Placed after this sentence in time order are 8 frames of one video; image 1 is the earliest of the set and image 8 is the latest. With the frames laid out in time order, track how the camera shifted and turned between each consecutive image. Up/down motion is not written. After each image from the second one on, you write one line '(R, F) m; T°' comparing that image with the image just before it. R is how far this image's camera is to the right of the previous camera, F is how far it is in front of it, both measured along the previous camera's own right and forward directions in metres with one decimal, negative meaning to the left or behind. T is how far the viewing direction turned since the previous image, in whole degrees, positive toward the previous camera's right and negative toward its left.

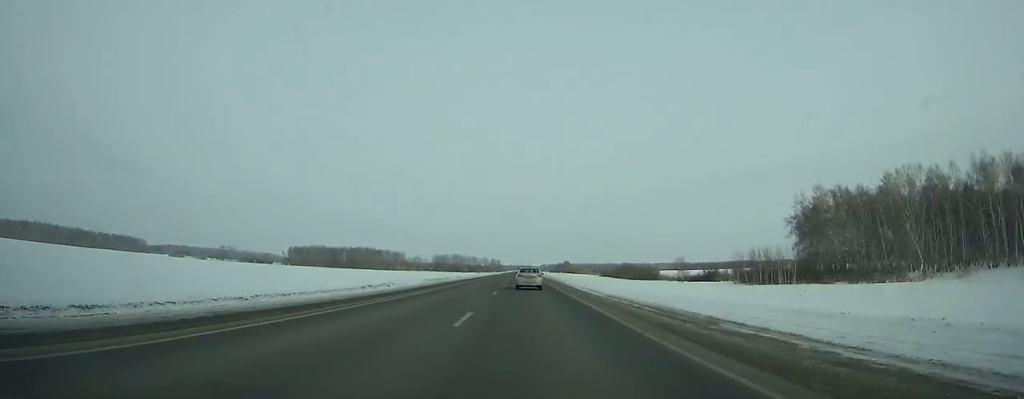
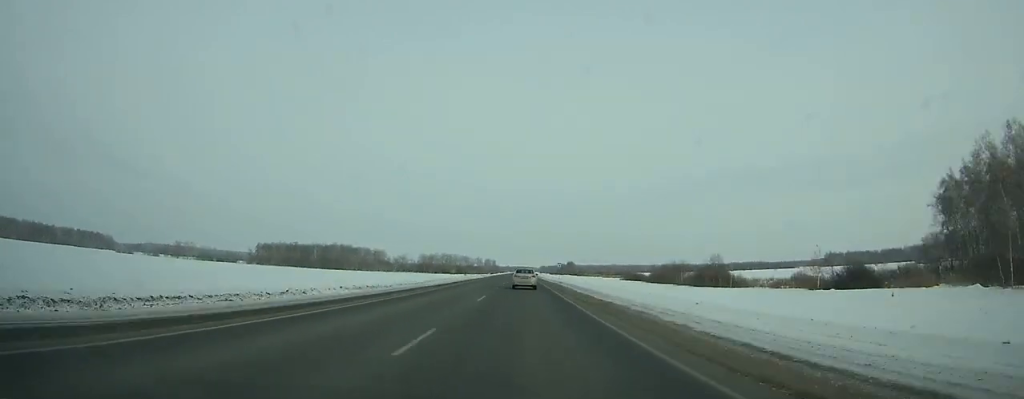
(+0.2, +70.0) m; 0°
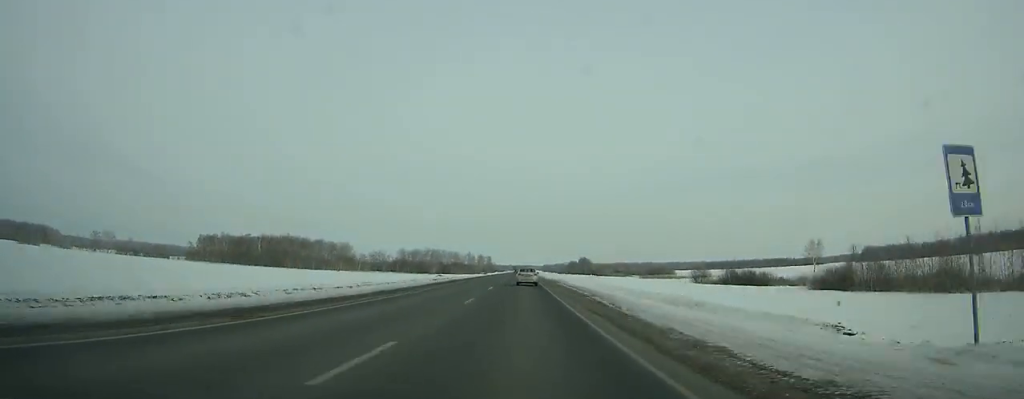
(+0.1, +101.1) m; 0°
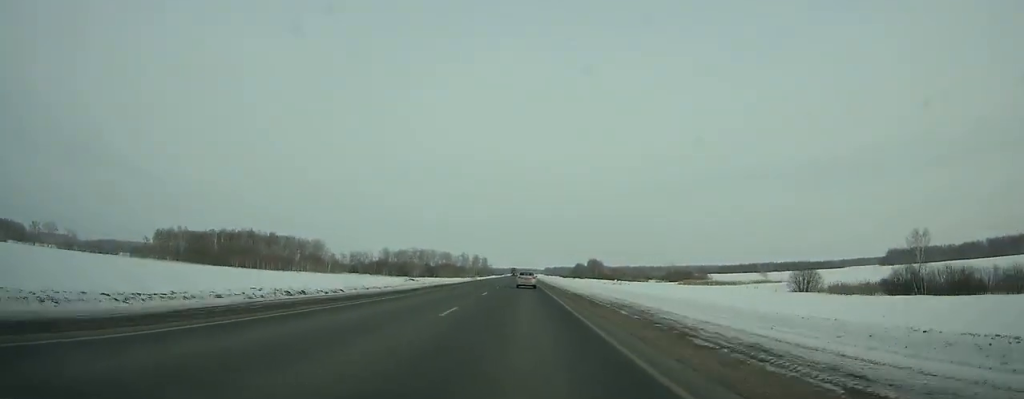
(0.0, +54.8) m; 0°
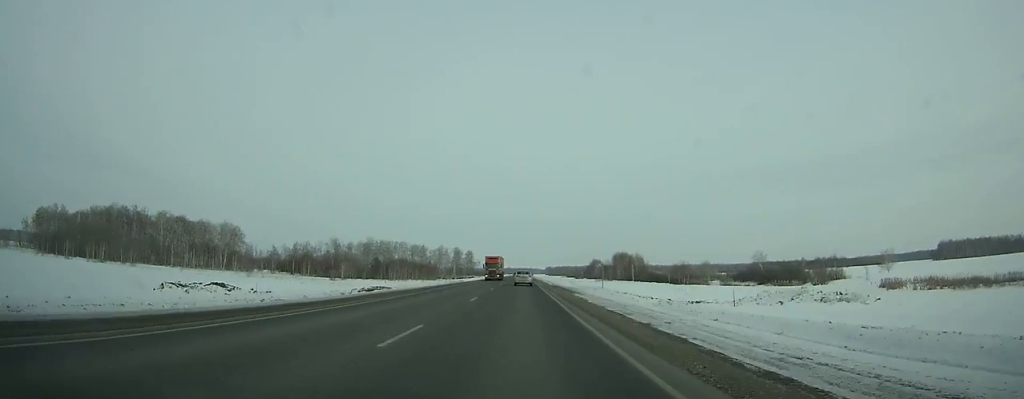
(+0.2, +104.2) m; 0°
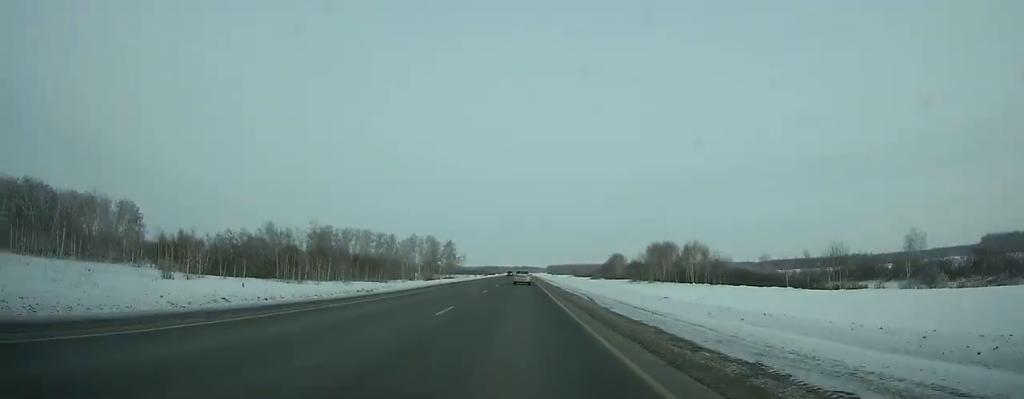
(0.0, +73.1) m; 0°
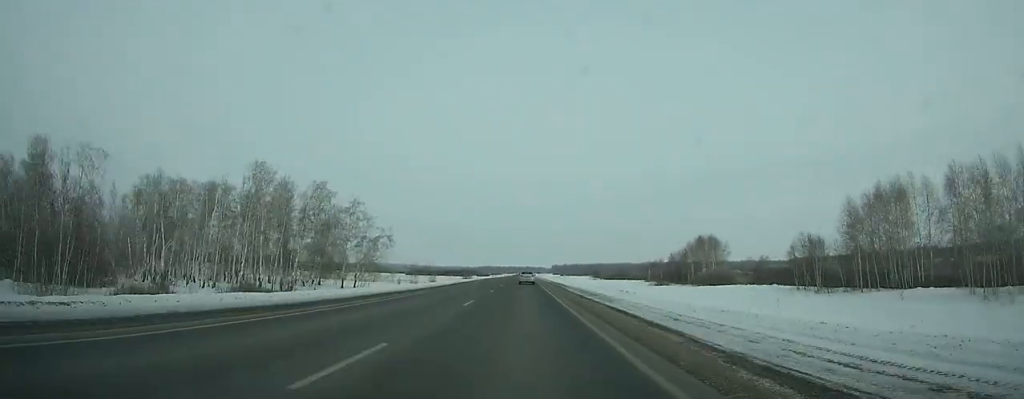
(-0.1, +123.9) m; 0°
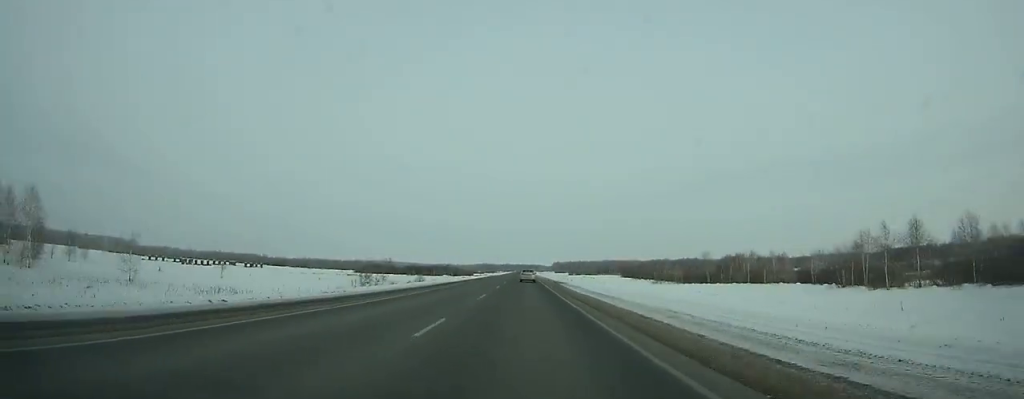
(+0.6, +124.8) m; 0°
